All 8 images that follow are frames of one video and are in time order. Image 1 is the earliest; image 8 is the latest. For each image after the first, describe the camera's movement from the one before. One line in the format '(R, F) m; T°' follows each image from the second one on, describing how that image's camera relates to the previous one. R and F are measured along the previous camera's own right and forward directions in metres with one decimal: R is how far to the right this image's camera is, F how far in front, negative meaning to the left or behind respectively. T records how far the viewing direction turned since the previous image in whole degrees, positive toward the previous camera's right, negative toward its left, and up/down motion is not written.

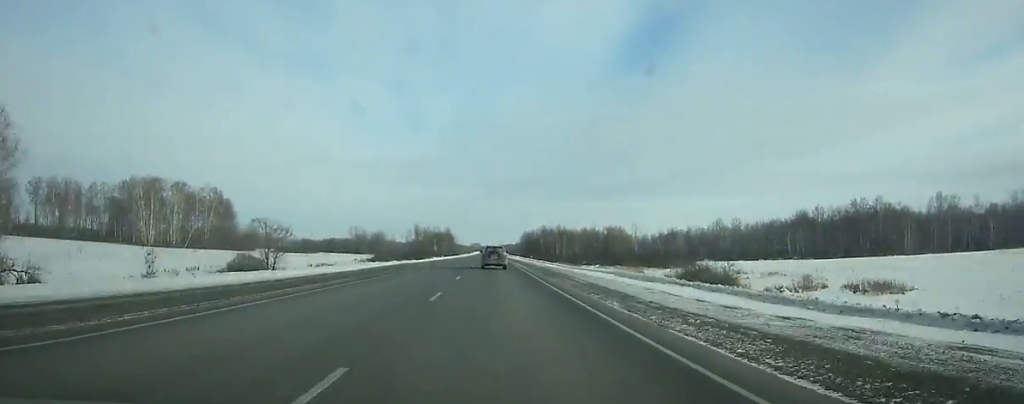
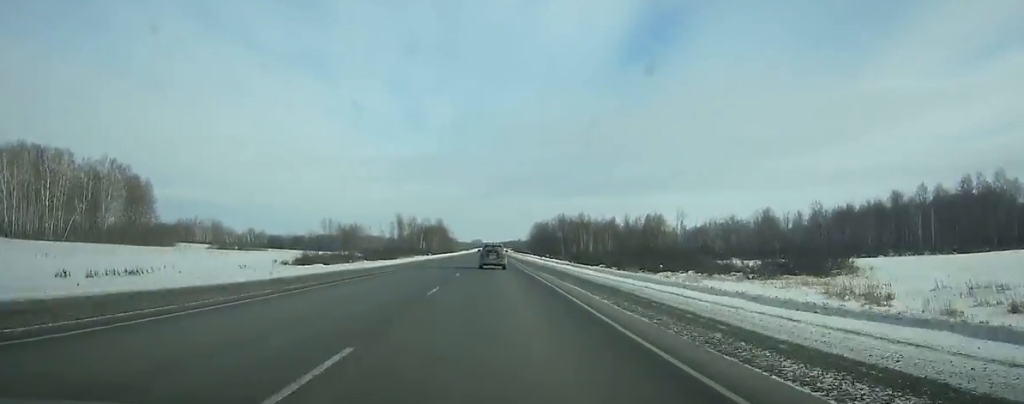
(0.0, +71.0) m; 0°
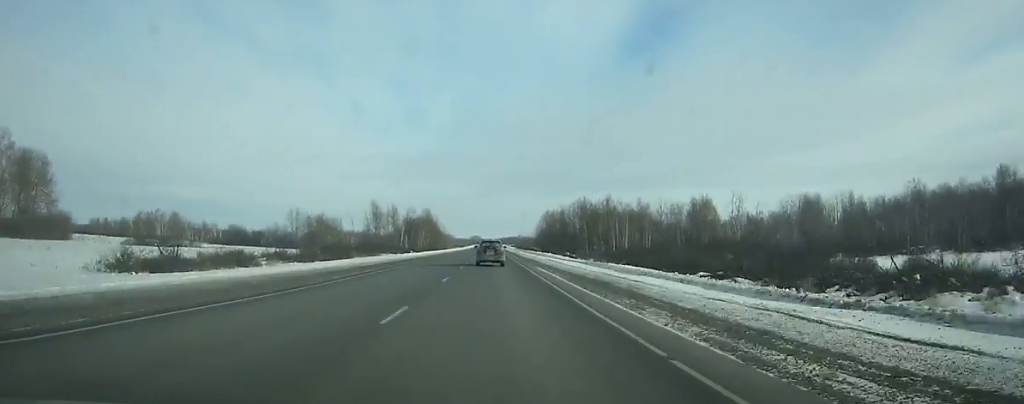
(0.0, +53.6) m; 0°
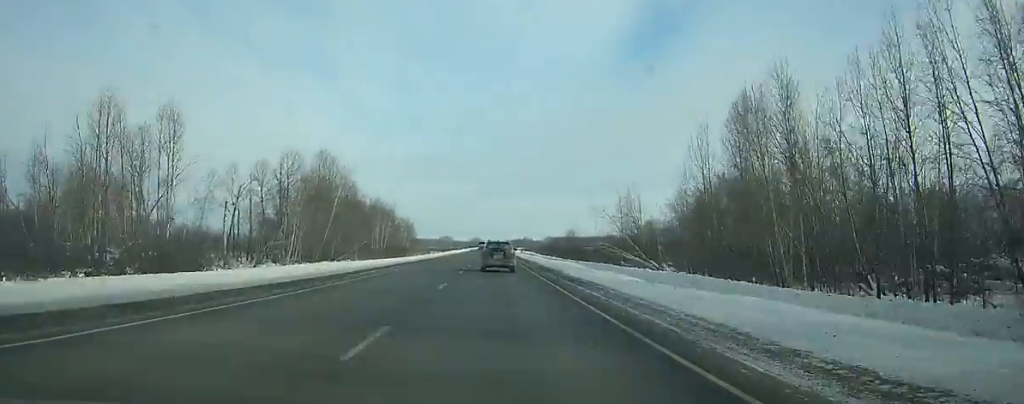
(+0.1, +151.7) m; 0°
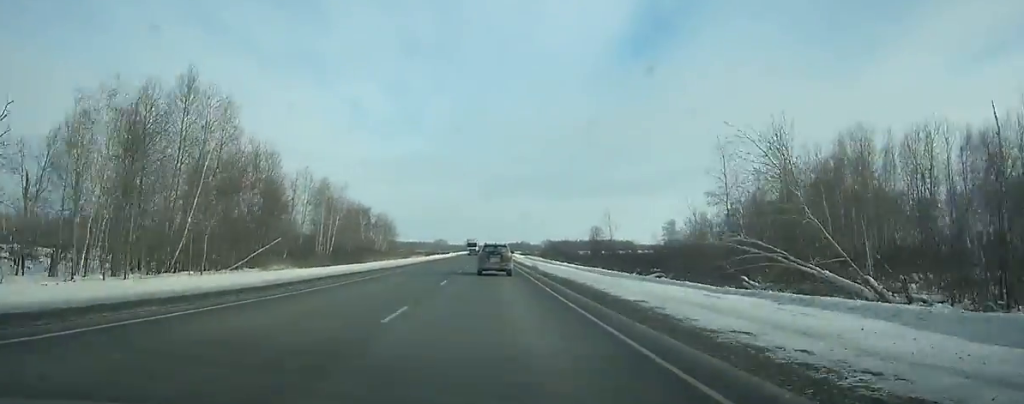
(+0.1, +43.7) m; 0°
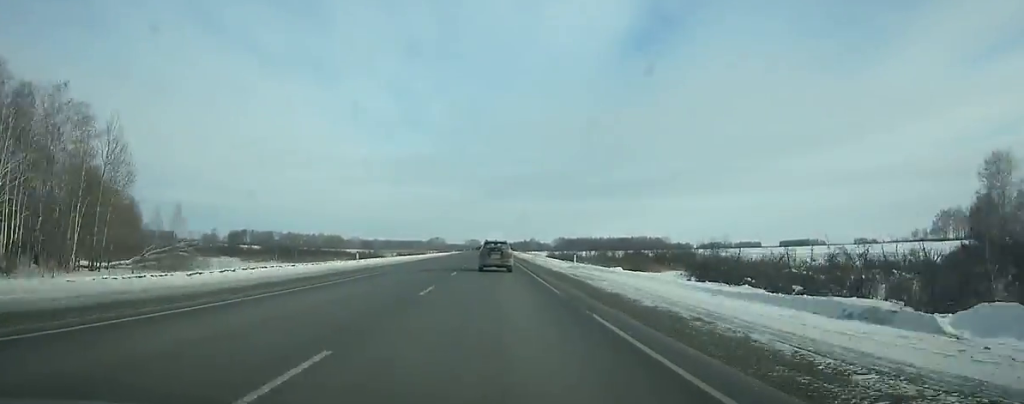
(-0.6, +177.3) m; 0°
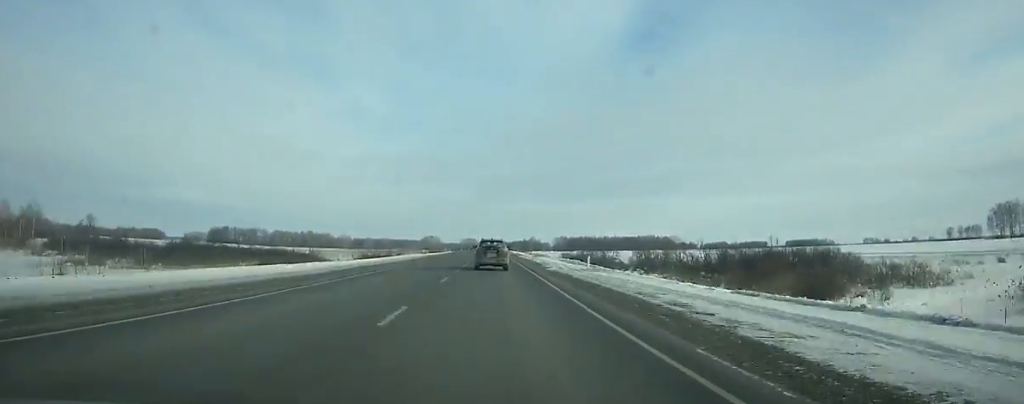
(0.0, +55.0) m; 0°
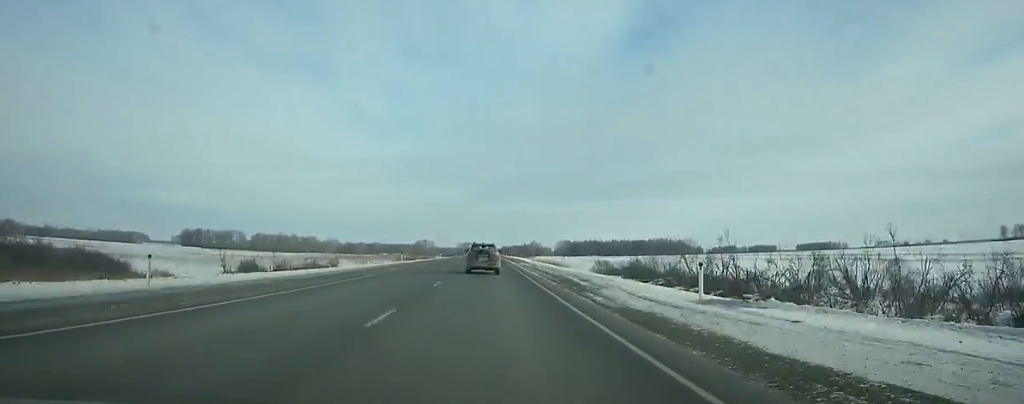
(+0.2, +74.5) m; 0°
